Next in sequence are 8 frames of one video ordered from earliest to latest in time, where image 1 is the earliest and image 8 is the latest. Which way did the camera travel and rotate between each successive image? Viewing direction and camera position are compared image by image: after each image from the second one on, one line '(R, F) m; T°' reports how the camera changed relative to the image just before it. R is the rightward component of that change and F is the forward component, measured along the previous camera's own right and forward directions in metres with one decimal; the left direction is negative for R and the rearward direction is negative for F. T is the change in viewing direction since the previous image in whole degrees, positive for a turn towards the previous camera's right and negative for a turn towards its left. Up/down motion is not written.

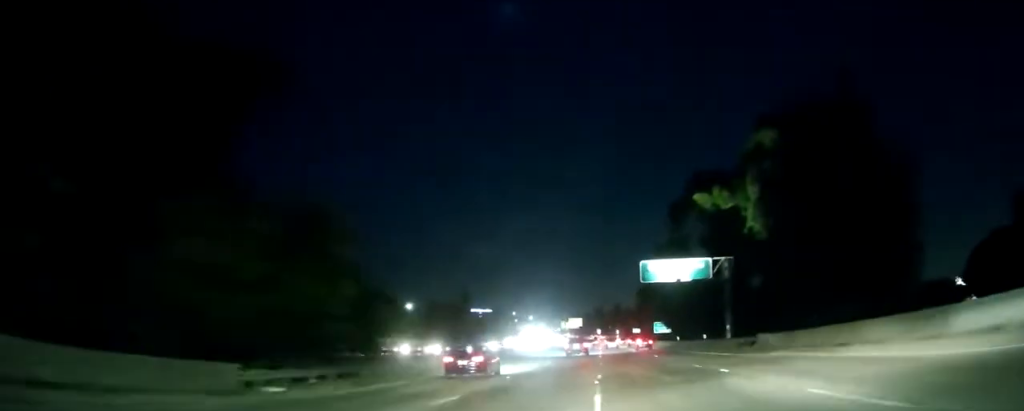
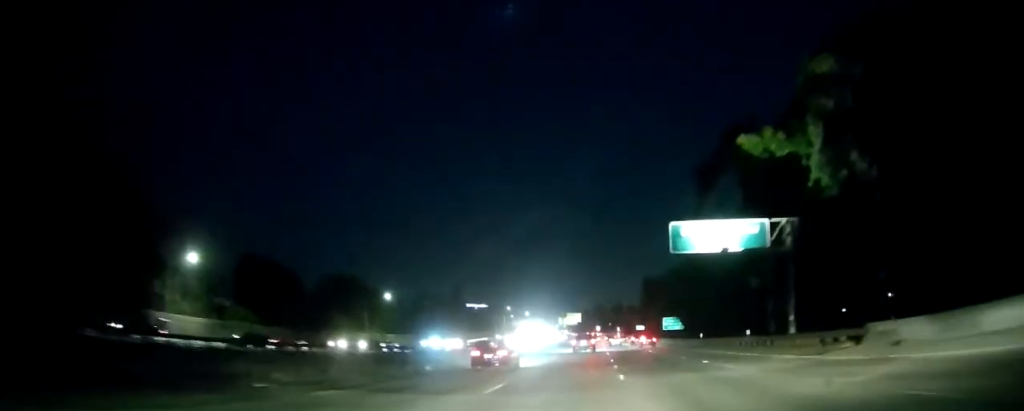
(-0.1, +15.9) m; 0°
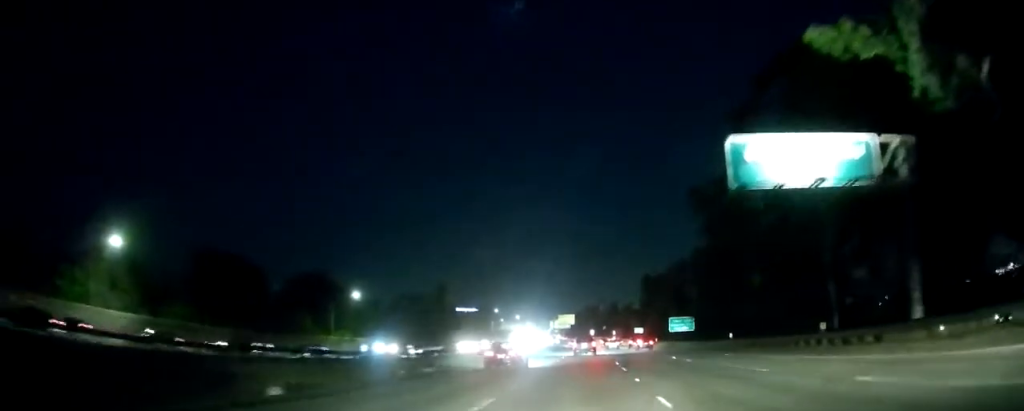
(0.0, +16.3) m; 0°
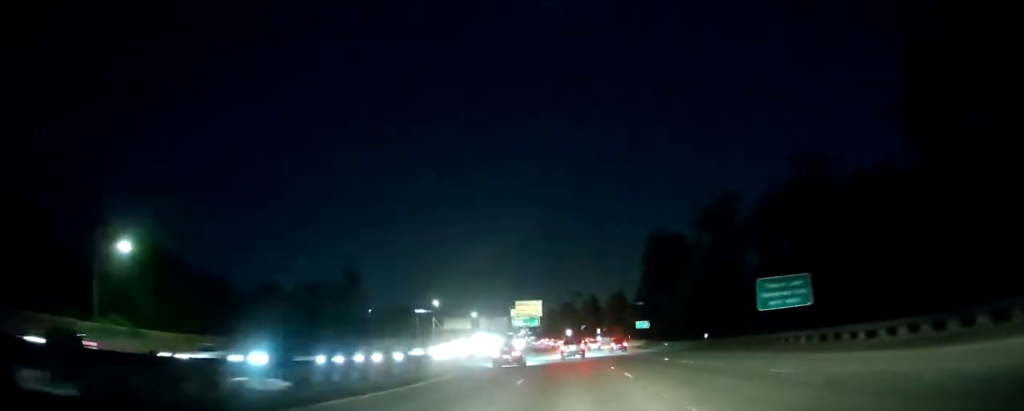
(+0.5, +61.9) m; +1°
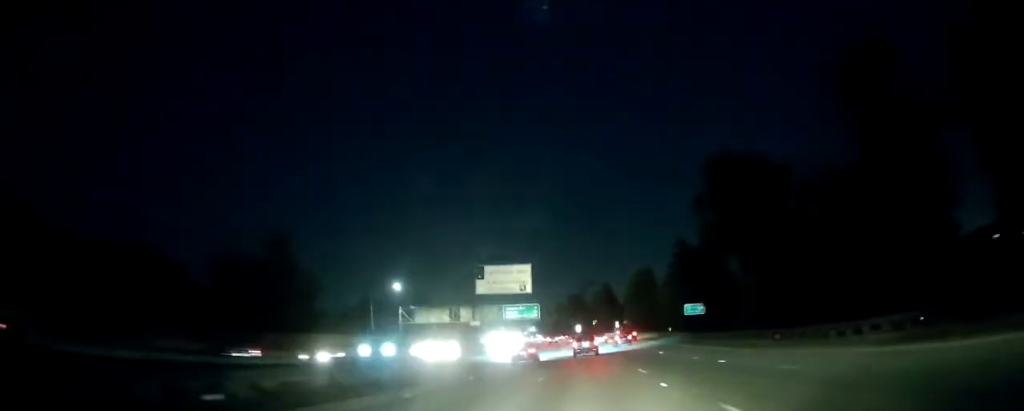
(+0.3, +42.3) m; +1°
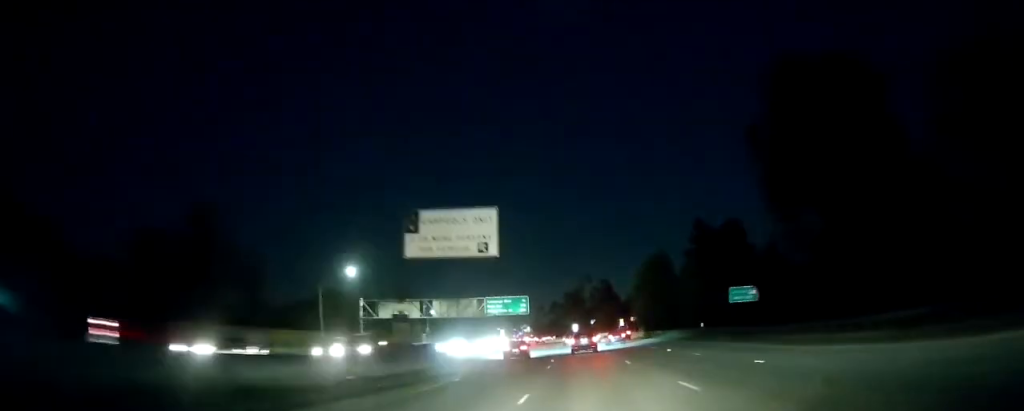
(0.0, +23.3) m; 0°
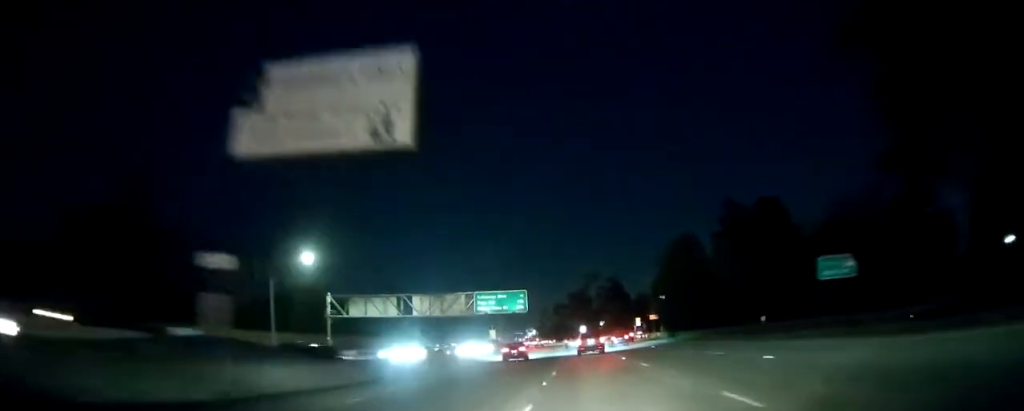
(+0.1, +18.9) m; -1°
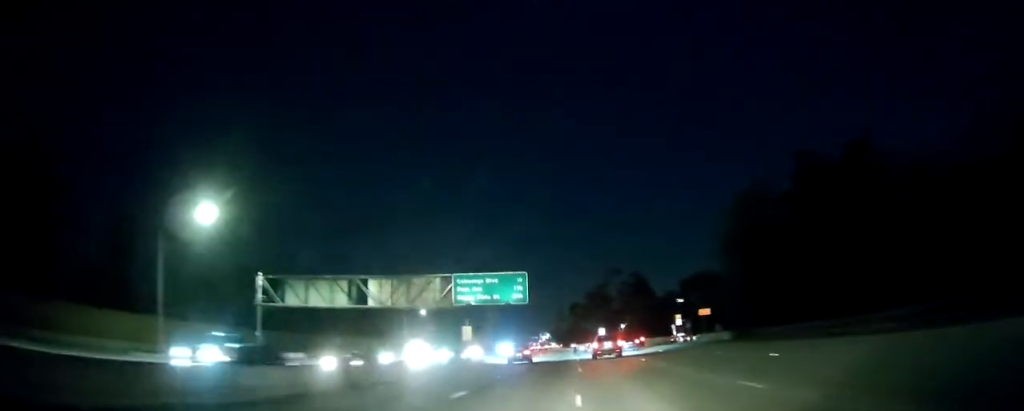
(-0.3, +25.9) m; -1°
